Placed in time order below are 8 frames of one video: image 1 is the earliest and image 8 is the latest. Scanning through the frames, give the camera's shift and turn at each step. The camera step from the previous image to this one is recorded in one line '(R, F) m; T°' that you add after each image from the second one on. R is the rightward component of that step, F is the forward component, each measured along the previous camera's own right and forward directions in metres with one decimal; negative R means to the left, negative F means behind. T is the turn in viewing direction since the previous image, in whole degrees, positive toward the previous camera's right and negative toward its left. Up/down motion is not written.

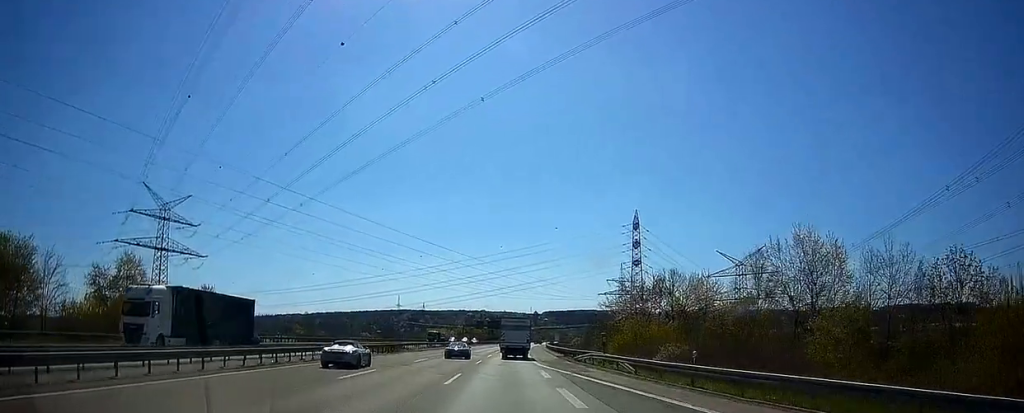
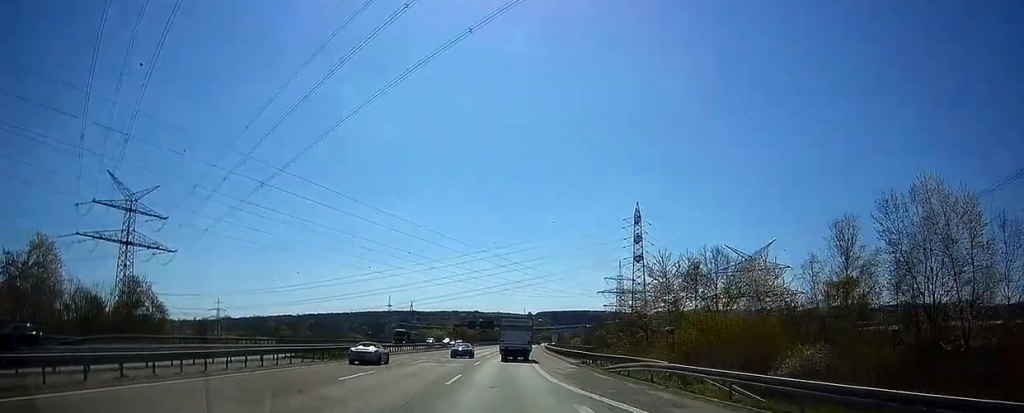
(+0.2, +17.1) m; +2°
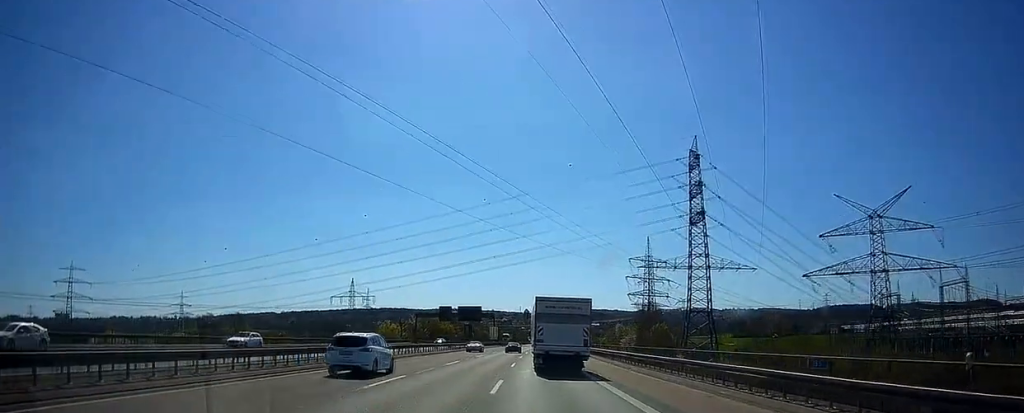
(+2.8, +91.5) m; +2°
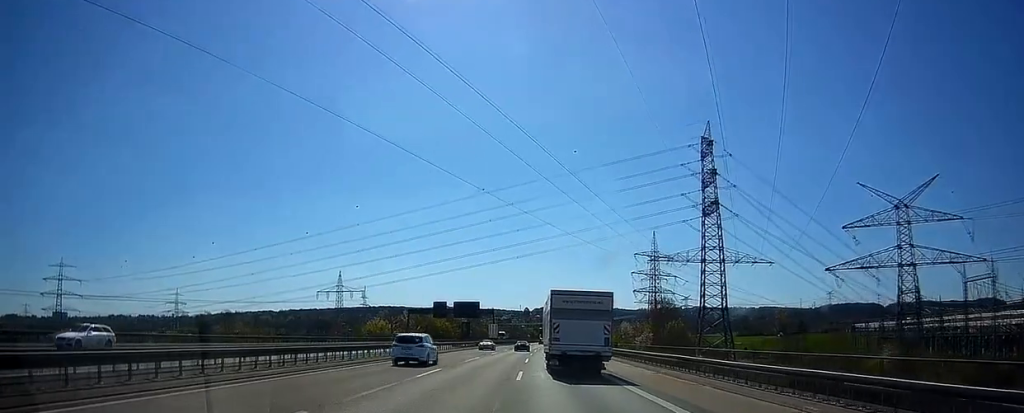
(-0.1, +12.5) m; 0°
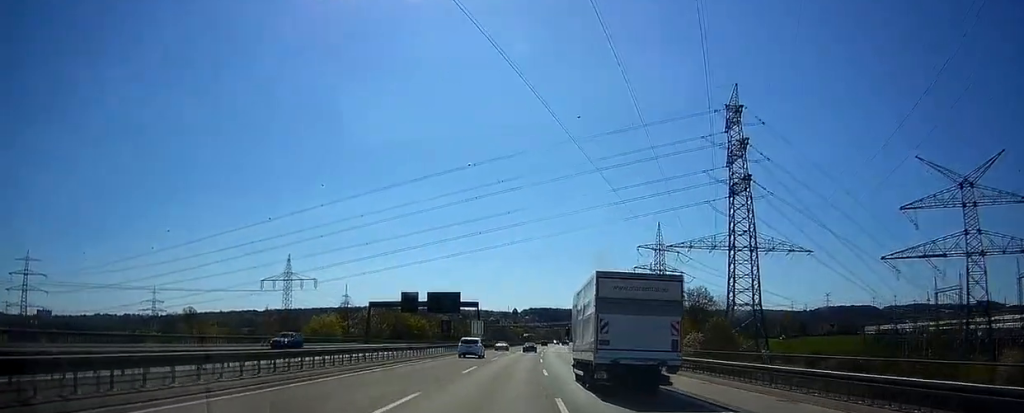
(0.0, +30.0) m; 0°
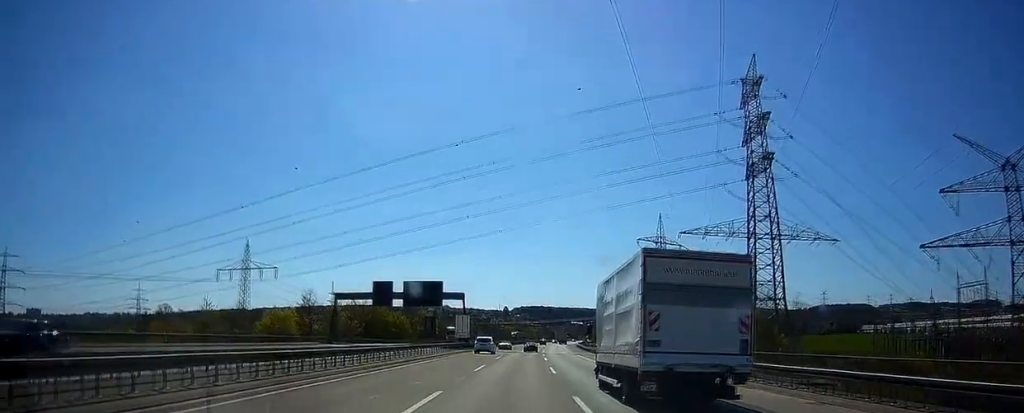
(0.0, +17.1) m; 0°
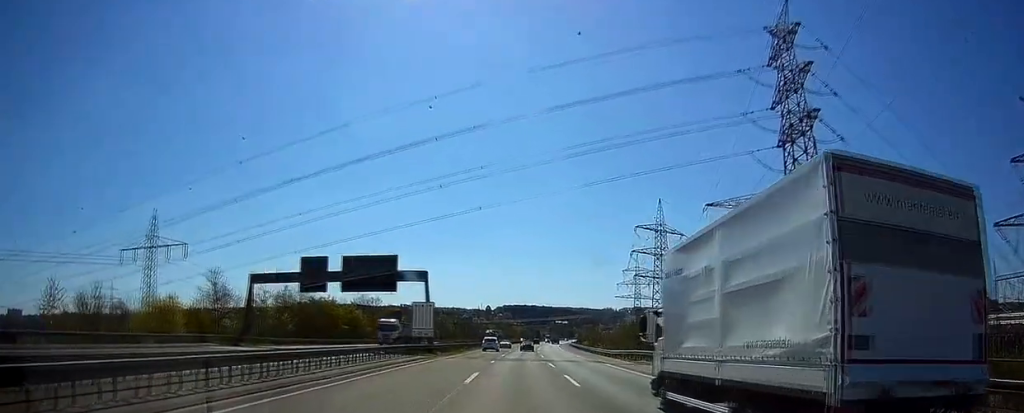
(+0.1, +26.5) m; +1°
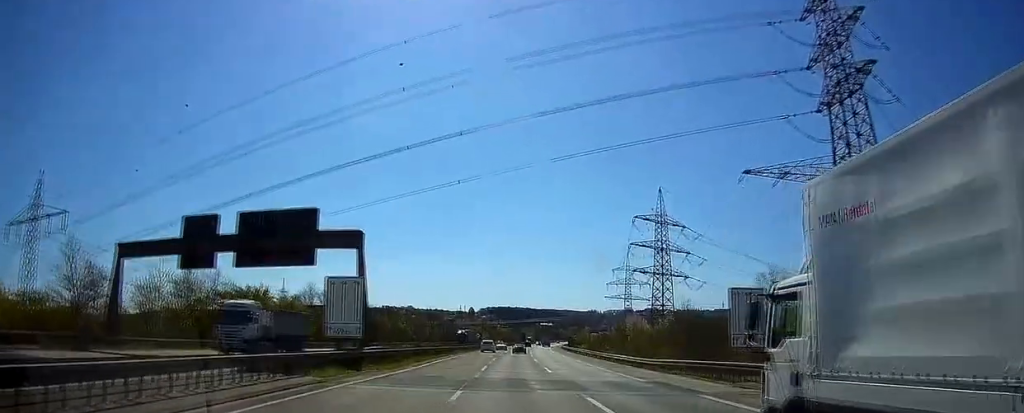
(0.0, +22.8) m; +2°
